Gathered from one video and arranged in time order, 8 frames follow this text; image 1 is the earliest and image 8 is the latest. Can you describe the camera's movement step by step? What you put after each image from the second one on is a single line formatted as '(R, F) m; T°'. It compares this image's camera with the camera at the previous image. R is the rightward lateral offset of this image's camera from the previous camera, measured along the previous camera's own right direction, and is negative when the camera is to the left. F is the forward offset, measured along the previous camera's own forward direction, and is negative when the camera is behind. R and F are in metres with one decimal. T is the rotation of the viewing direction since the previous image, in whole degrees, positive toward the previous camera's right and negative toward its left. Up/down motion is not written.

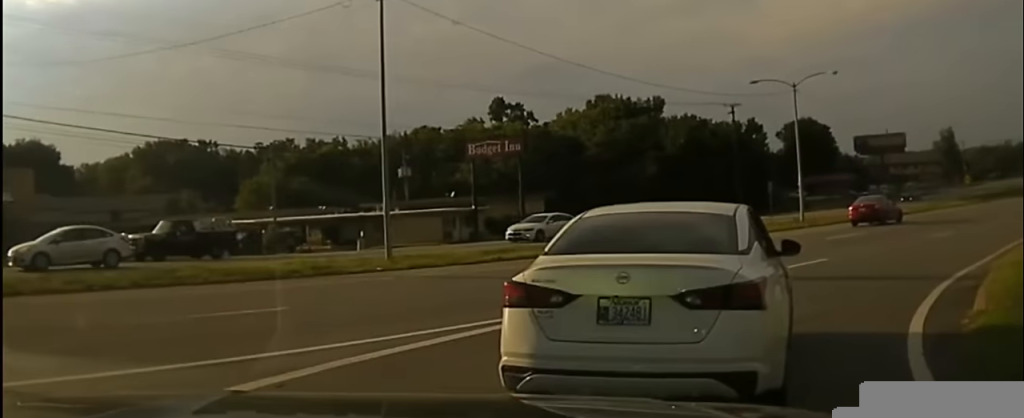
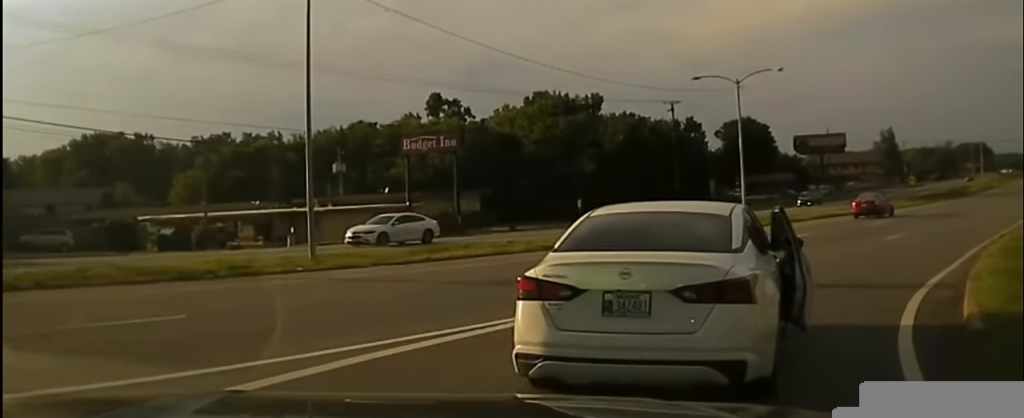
(0.0, +2.1) m; +5°
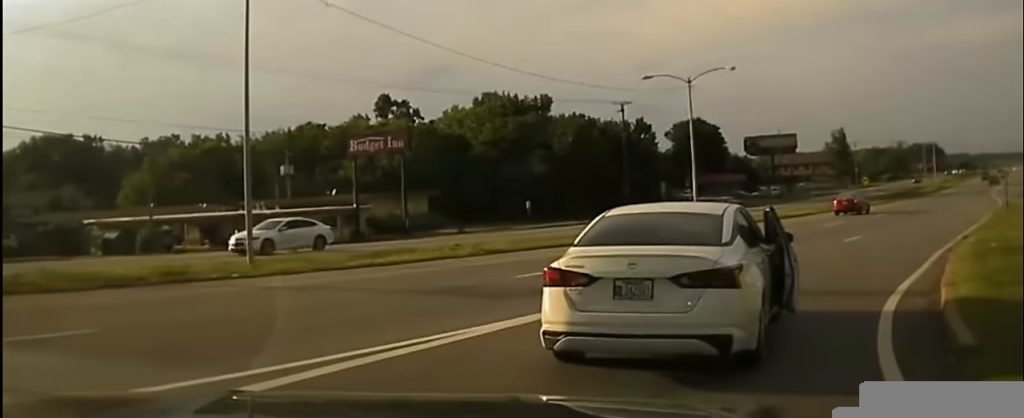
(-0.1, +1.5) m; +6°
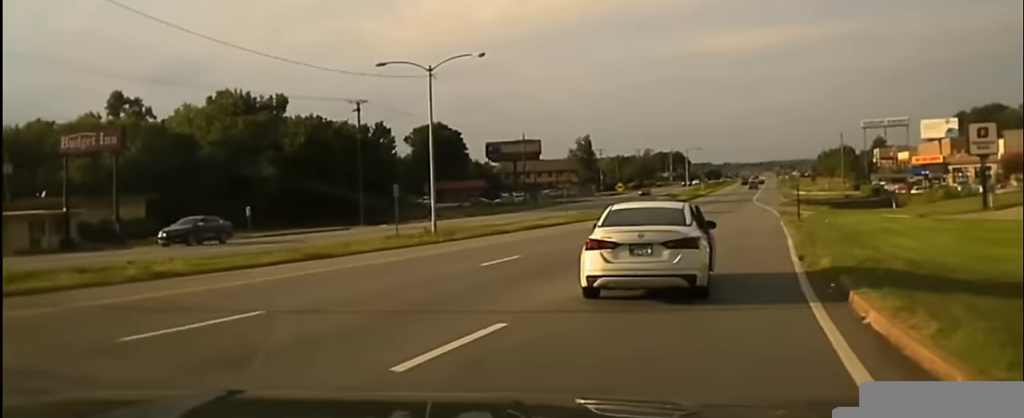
(+1.2, +6.2) m; +15°
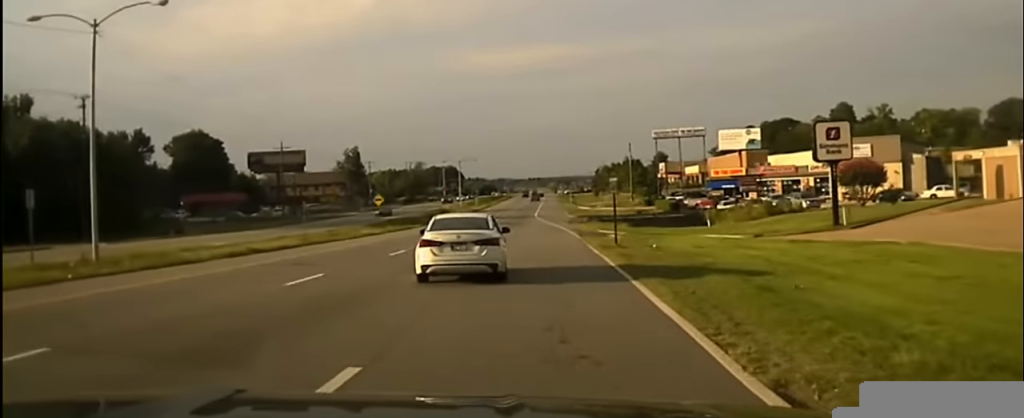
(+0.7, +10.0) m; +7°
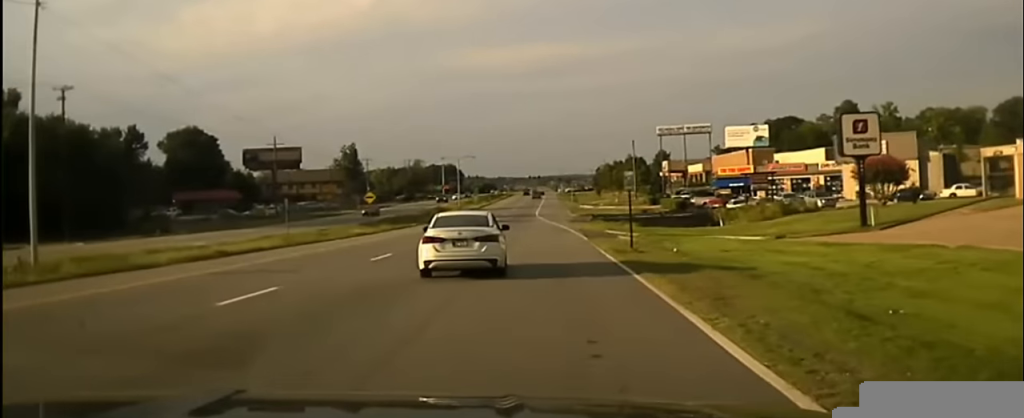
(+0.1, +3.0) m; +1°
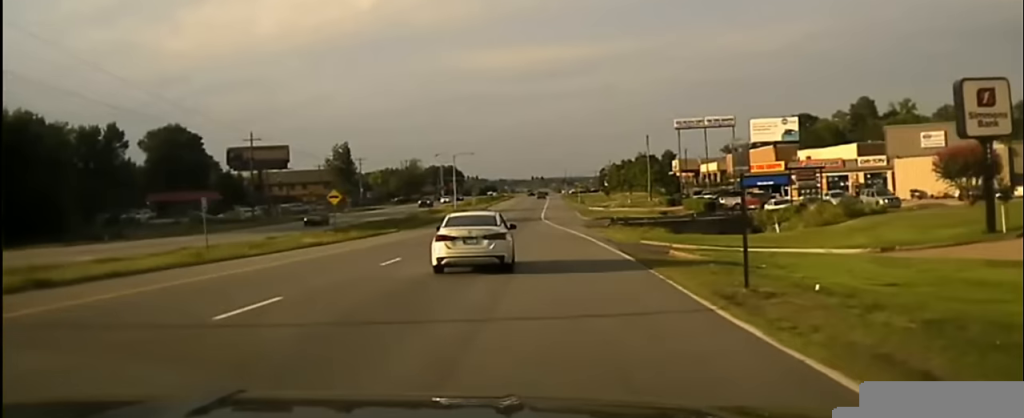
(+0.1, +8.1) m; +1°
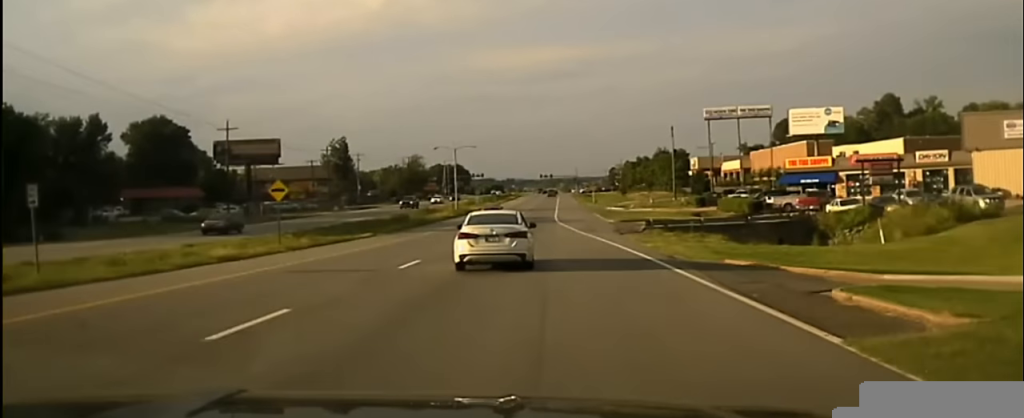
(0.0, +11.4) m; 0°
